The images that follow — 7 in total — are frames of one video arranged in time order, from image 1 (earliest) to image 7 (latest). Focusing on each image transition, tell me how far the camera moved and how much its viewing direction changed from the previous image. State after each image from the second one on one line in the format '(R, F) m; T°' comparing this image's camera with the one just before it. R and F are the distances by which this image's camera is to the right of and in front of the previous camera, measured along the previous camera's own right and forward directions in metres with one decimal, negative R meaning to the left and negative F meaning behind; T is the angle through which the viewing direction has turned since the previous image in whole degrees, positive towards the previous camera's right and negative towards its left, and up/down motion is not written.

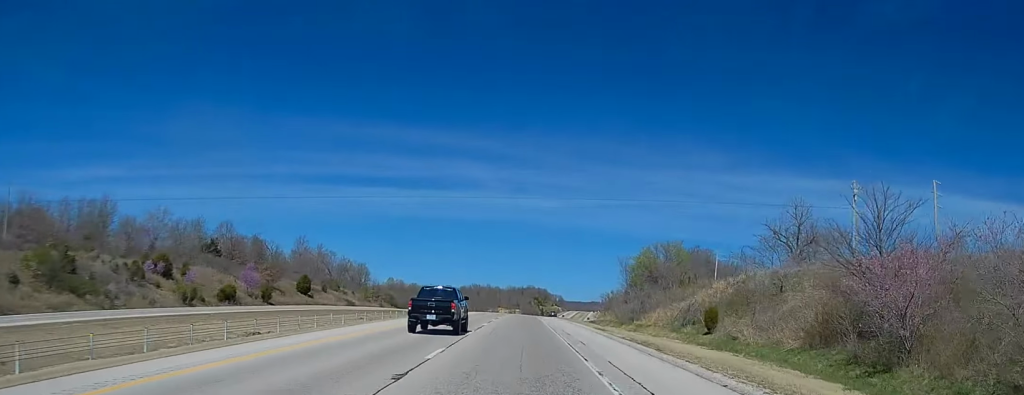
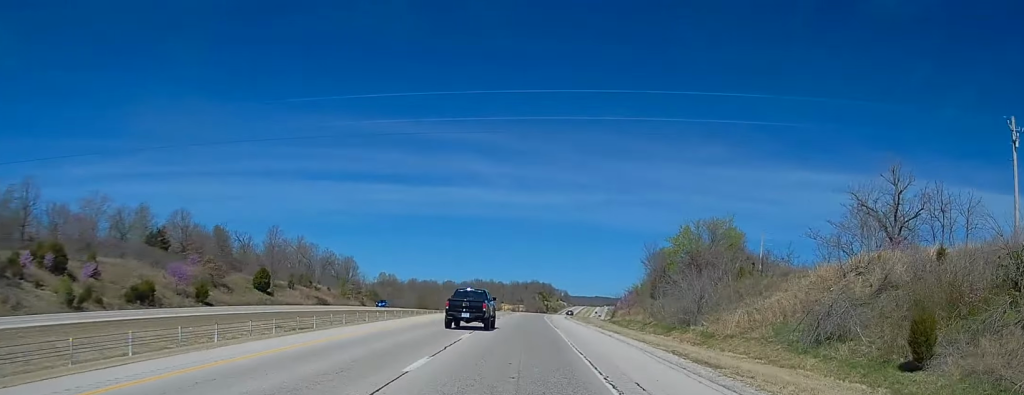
(-0.1, +28.2) m; +1°
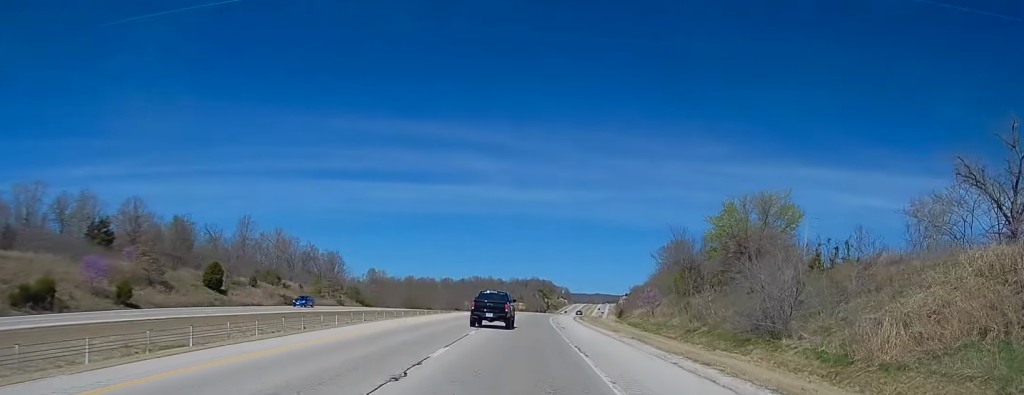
(+0.4, +21.2) m; 0°
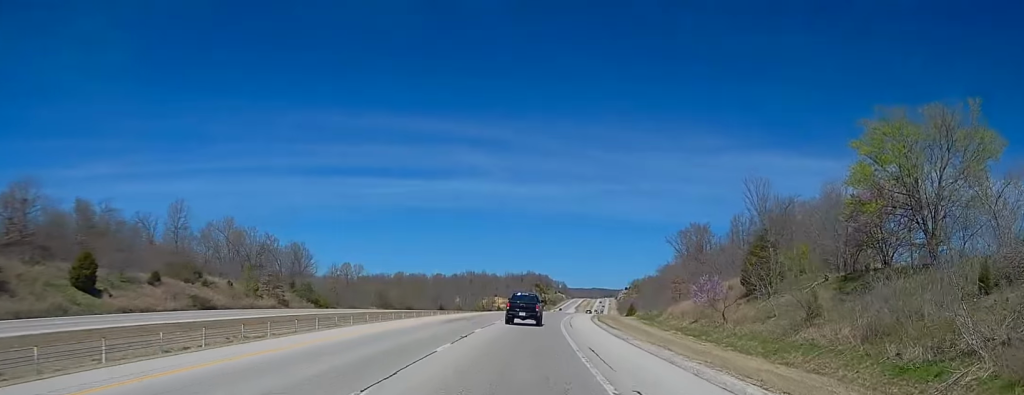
(-0.3, +34.6) m; -1°
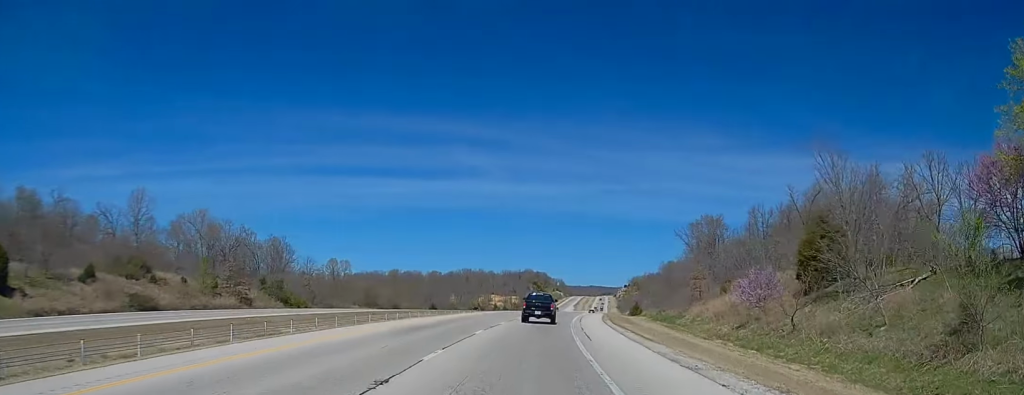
(-0.1, +15.6) m; 0°
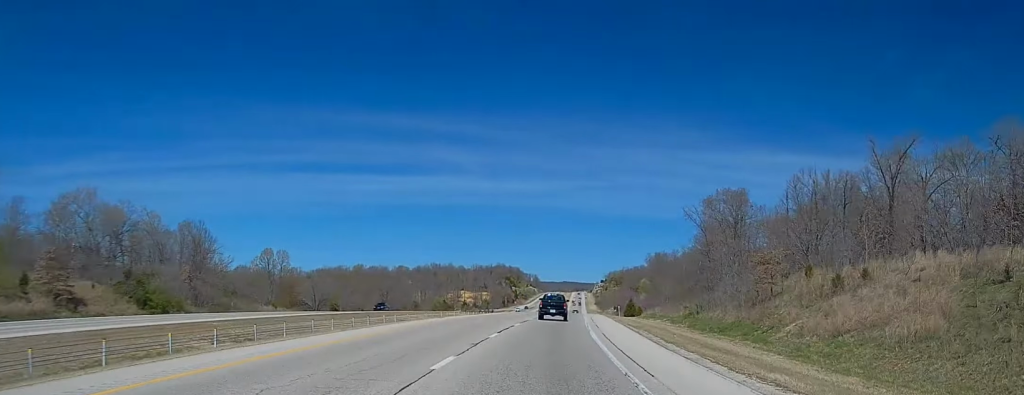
(+0.4, +39.0) m; +1°
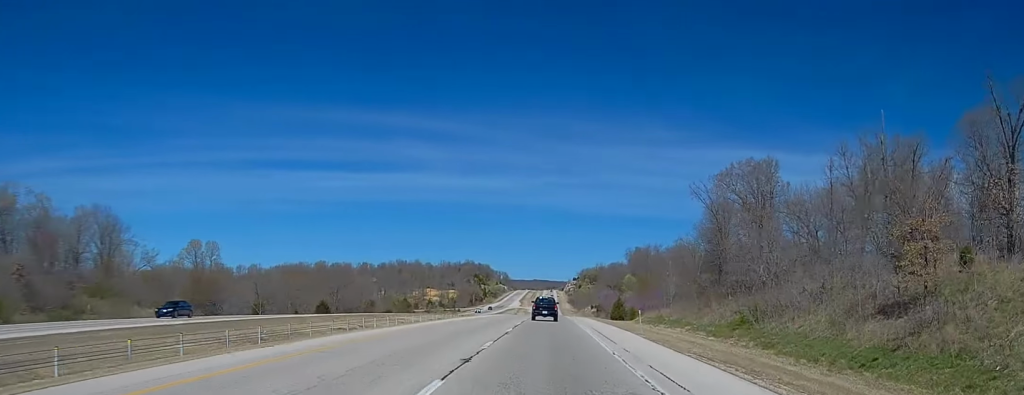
(+0.3, +29.7) m; +3°
